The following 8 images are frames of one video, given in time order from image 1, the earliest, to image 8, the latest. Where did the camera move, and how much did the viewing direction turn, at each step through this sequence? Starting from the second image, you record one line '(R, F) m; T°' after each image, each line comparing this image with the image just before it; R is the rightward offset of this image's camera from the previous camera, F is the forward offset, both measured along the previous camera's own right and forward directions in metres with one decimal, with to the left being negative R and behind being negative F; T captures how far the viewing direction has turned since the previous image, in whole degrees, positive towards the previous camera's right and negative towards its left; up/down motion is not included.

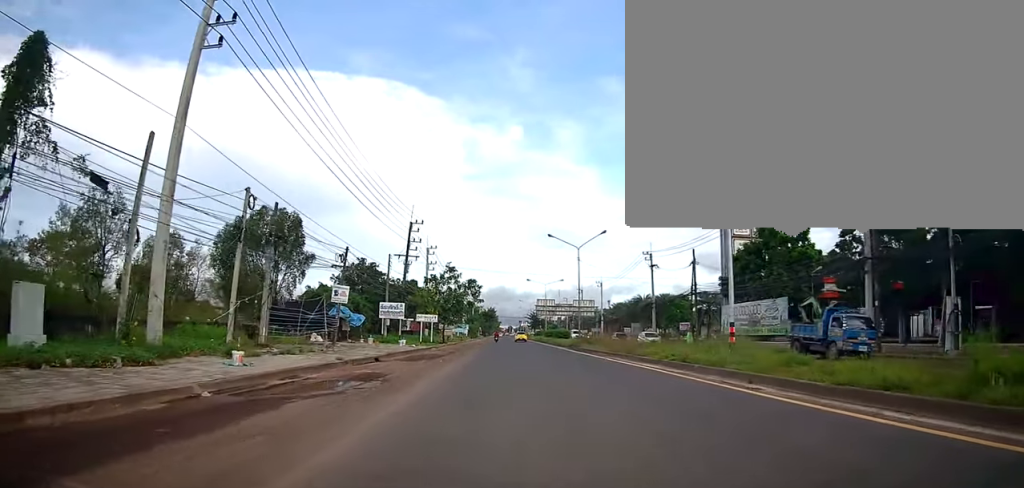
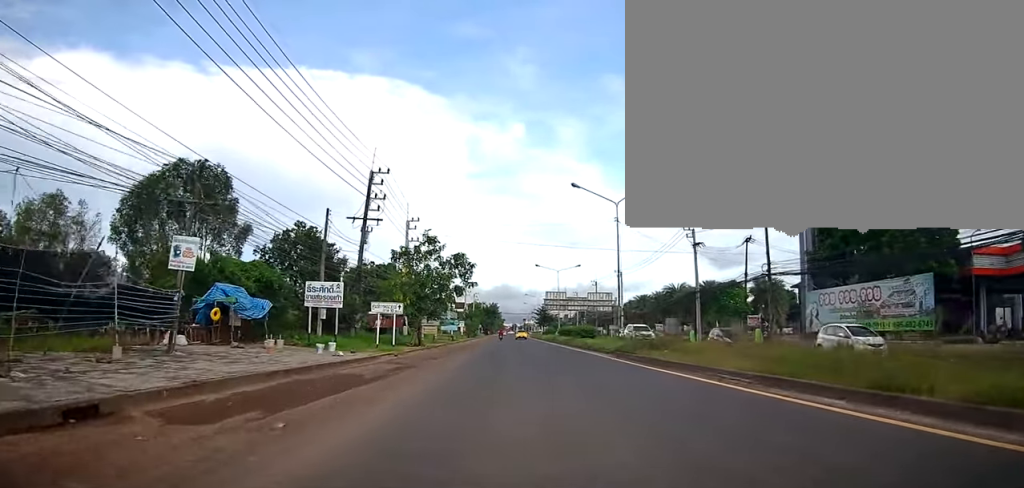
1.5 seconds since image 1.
(+0.1, +17.6) m; +1°
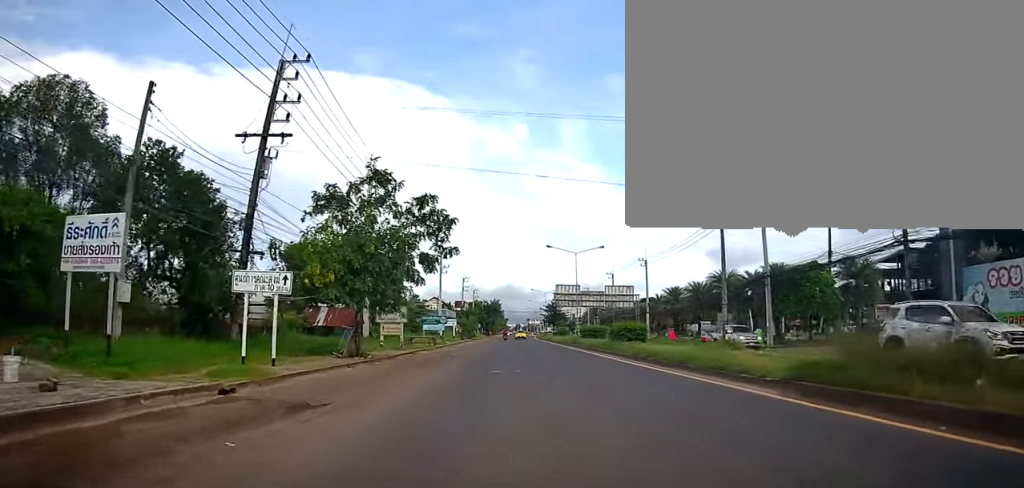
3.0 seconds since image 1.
(+0.1, +17.0) m; +1°
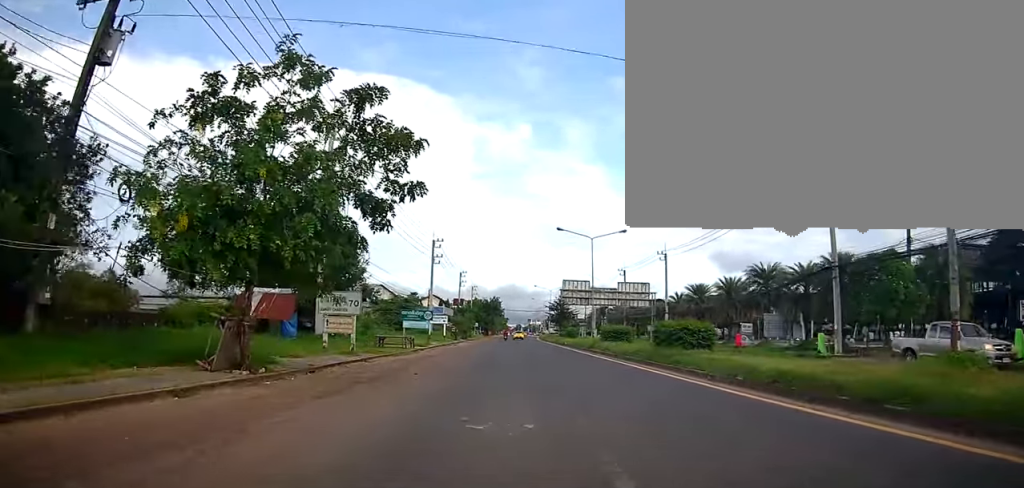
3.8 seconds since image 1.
(+0.1, +10.5) m; -1°
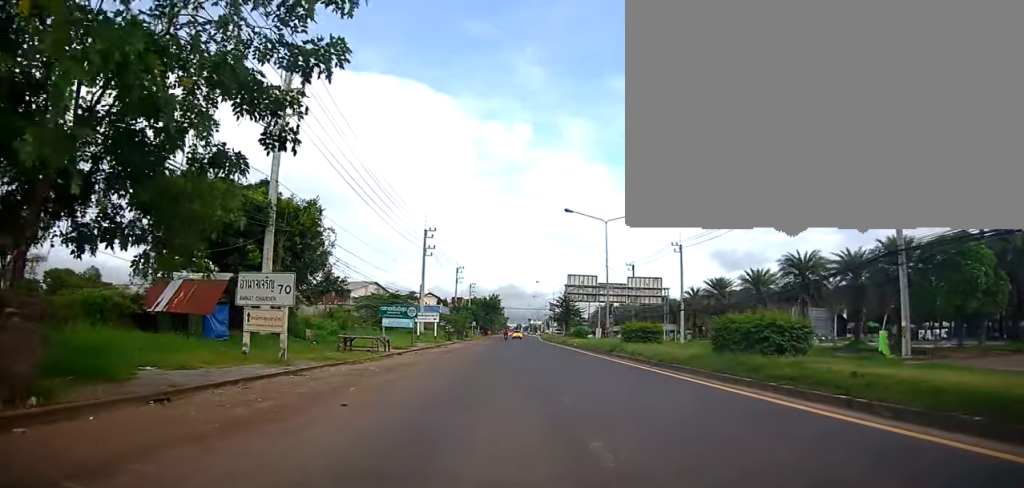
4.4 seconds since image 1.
(+0.1, +7.1) m; -2°
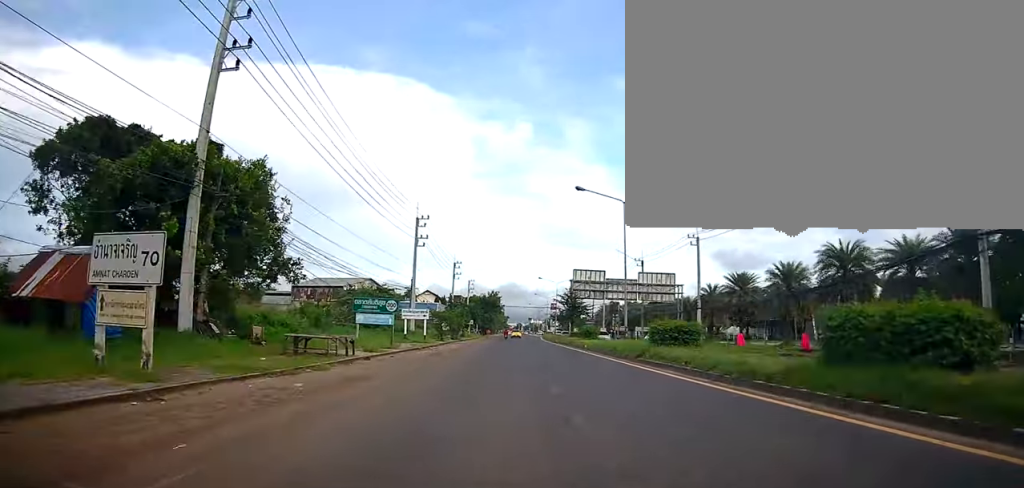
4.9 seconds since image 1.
(-0.1, +6.3) m; -1°
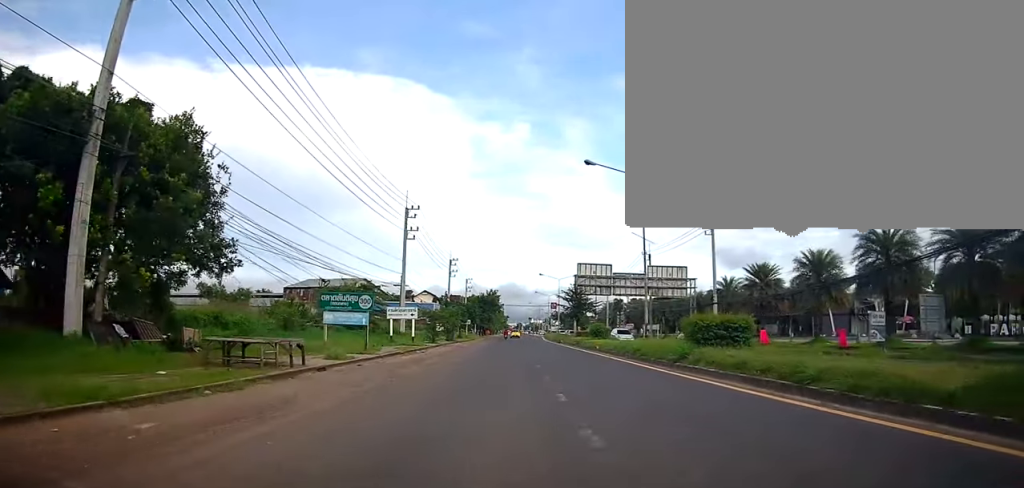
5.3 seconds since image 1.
(-0.3, +5.3) m; 0°
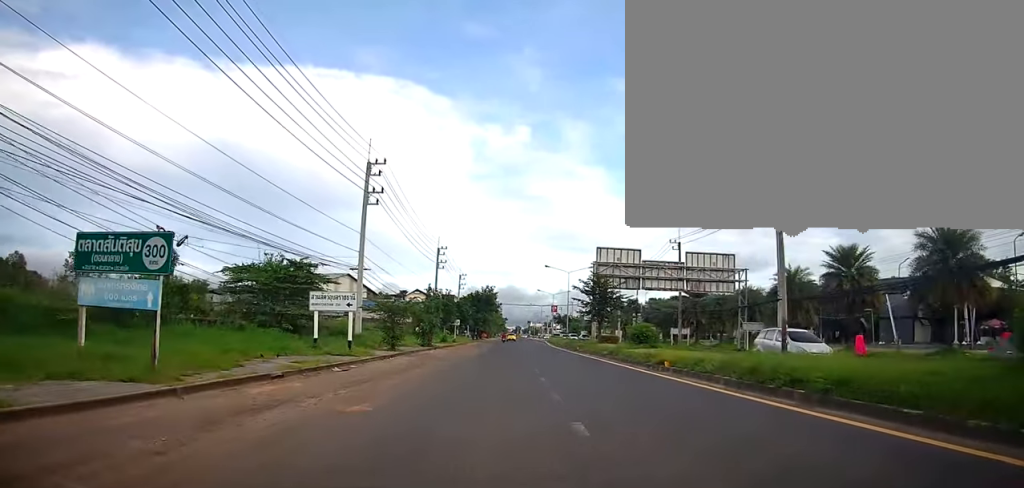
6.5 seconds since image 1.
(+0.5, +15.2) m; +3°
